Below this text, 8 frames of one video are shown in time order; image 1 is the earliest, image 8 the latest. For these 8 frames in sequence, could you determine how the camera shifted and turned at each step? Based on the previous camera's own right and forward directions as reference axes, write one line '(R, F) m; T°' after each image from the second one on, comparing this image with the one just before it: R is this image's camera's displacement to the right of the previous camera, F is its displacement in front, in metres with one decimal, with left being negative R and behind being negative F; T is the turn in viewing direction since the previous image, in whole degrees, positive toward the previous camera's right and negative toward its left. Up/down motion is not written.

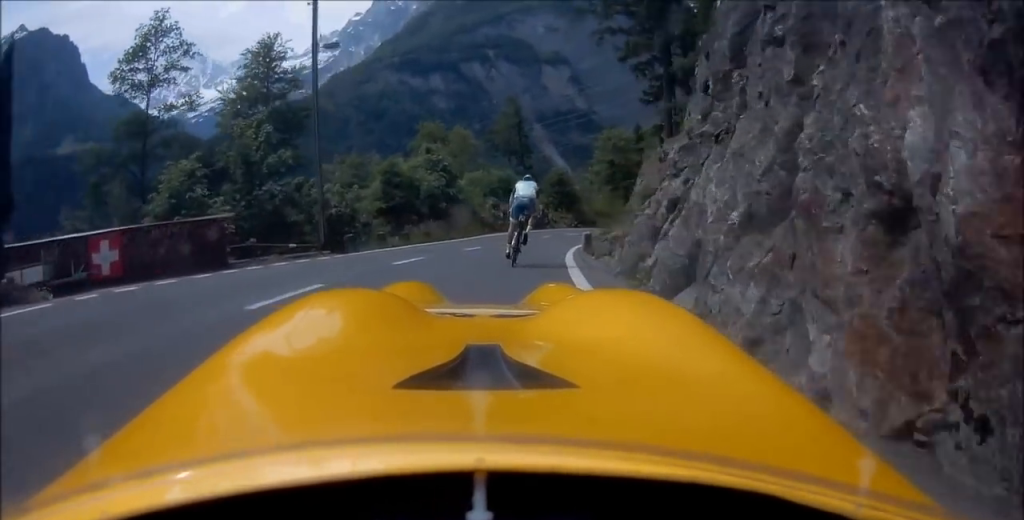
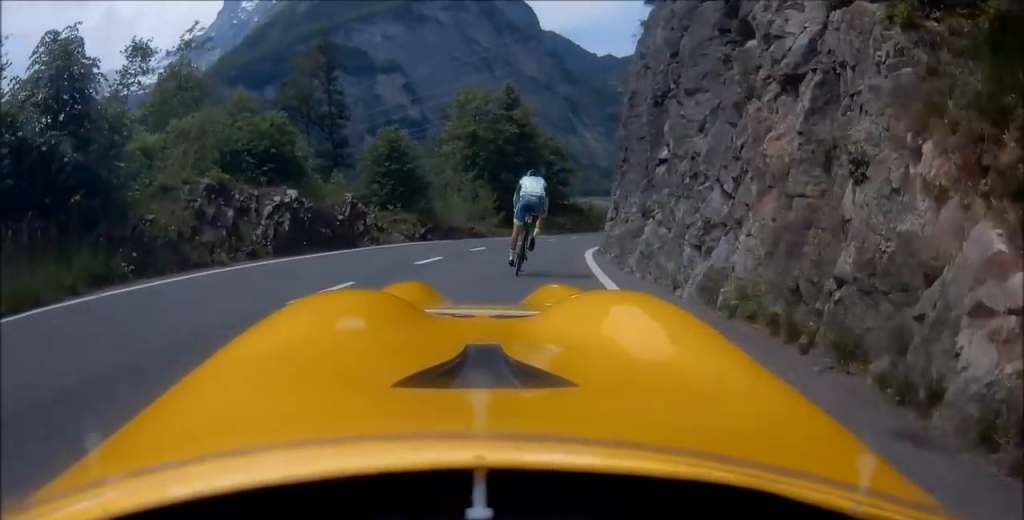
(+3.0, +27.5) m; +13°
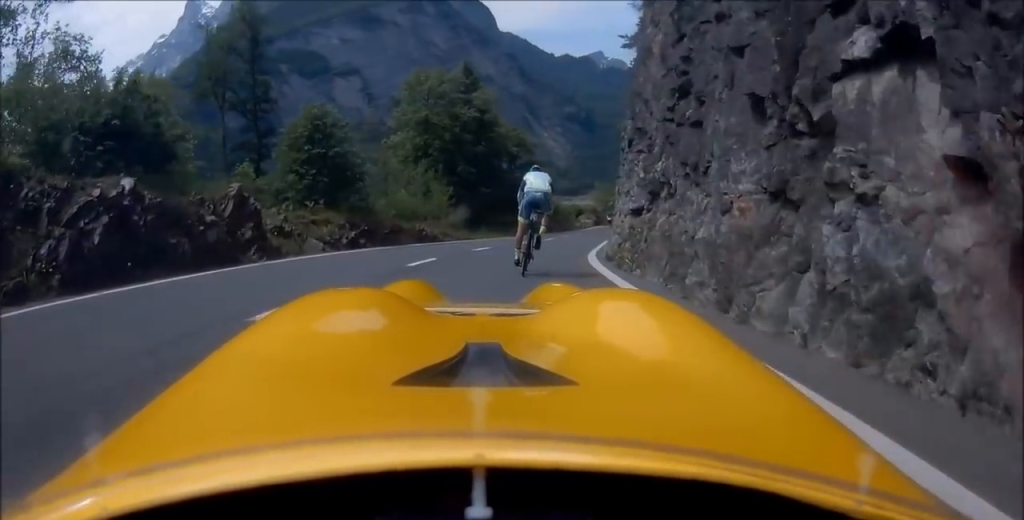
(+0.7, +7.7) m; +4°
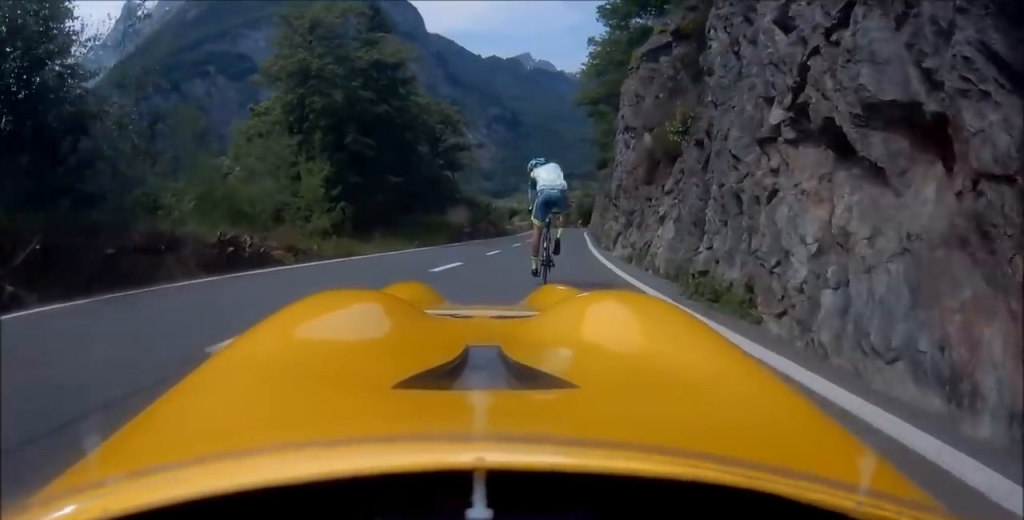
(+1.1, +15.2) m; +7°
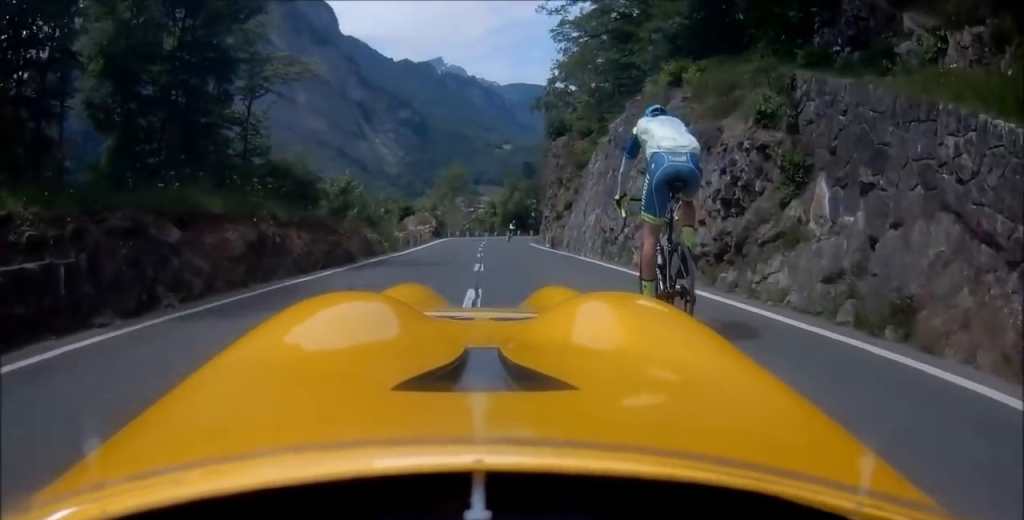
(+3.2, +31.5) m; +15°
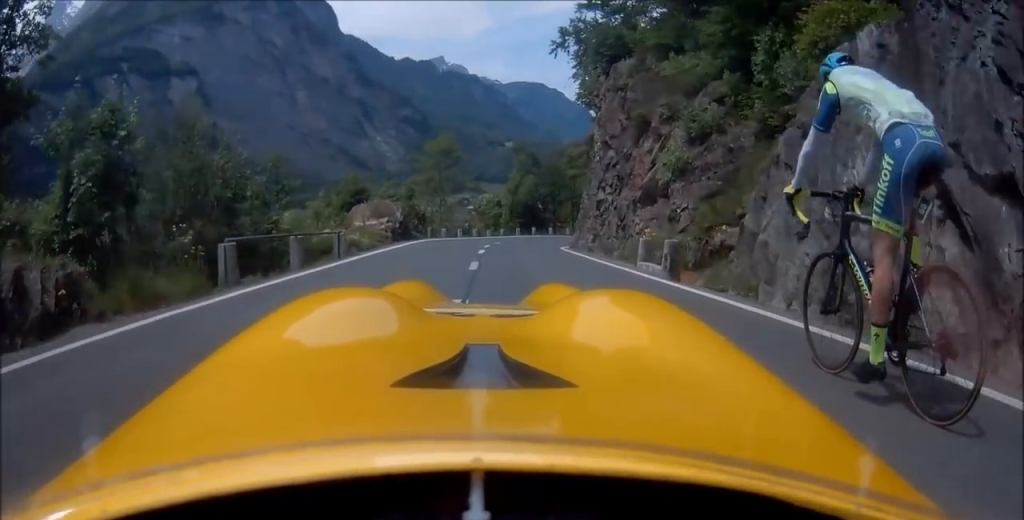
(+1.9, +19.1) m; +10°
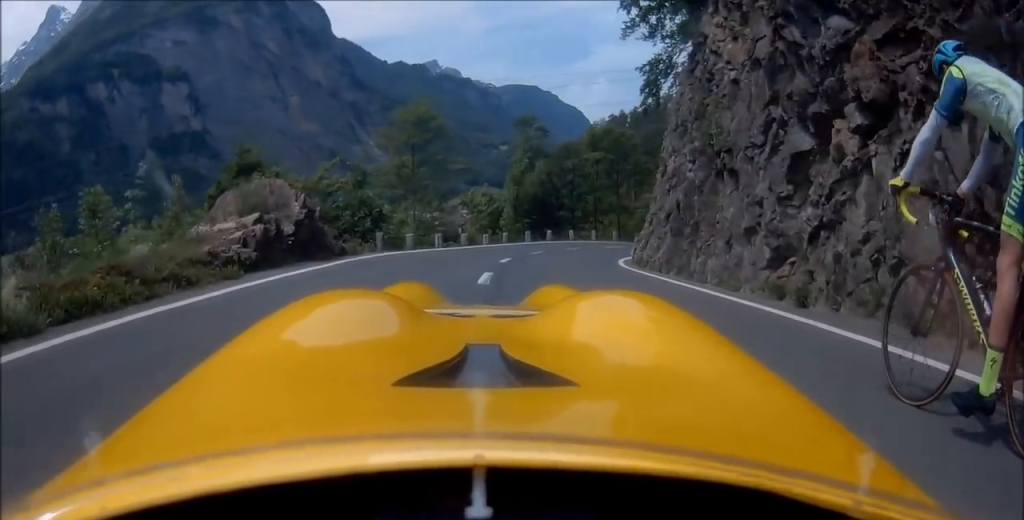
(+1.0, +14.4) m; +11°
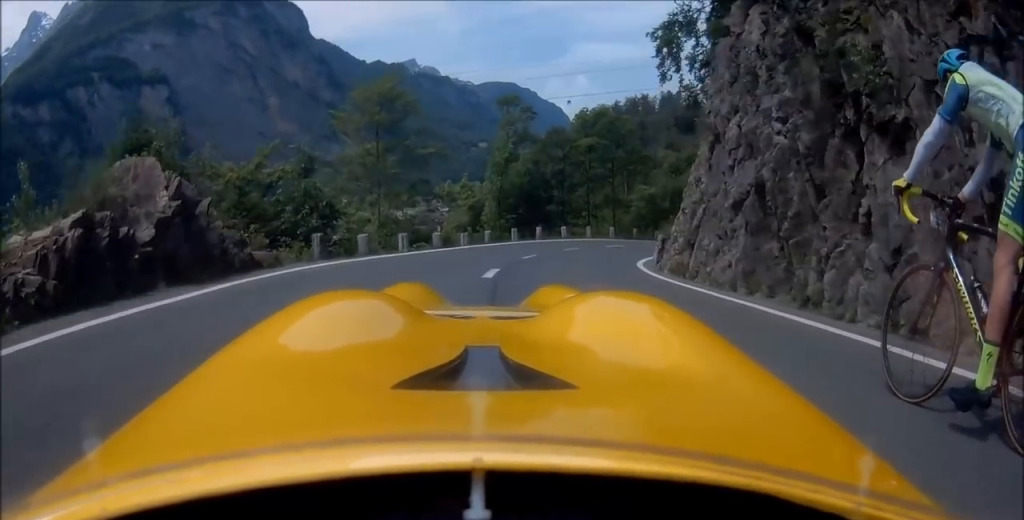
(+0.6, +5.6) m; +4°
